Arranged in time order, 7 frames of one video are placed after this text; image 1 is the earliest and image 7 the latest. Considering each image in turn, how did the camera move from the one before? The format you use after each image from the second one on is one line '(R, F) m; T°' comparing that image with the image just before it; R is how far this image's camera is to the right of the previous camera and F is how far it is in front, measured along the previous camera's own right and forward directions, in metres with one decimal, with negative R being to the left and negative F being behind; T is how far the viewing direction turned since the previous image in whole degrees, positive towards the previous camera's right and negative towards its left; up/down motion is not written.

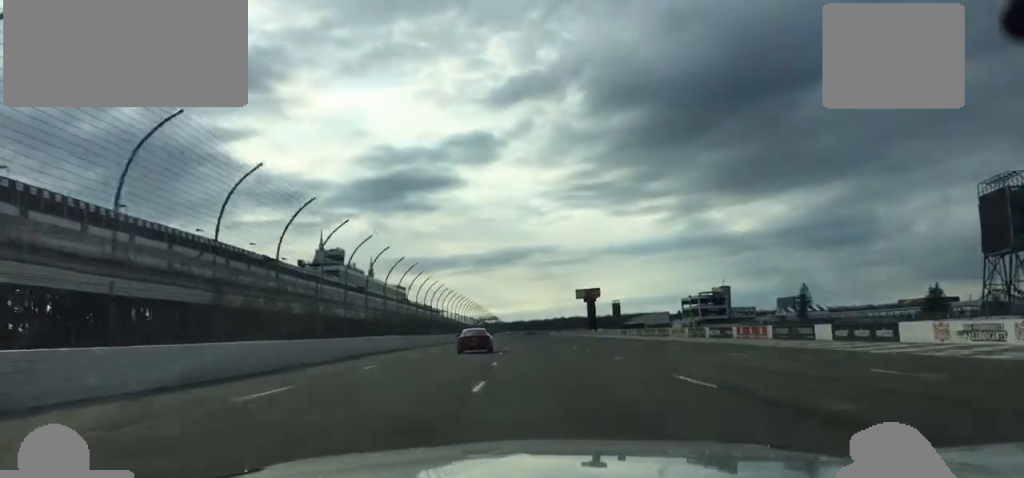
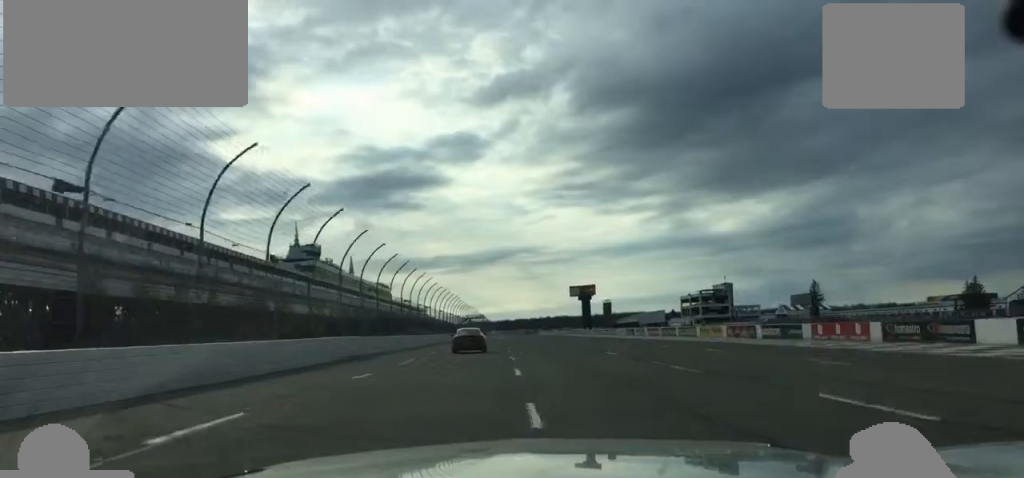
(+0.1, +18.5) m; +1°
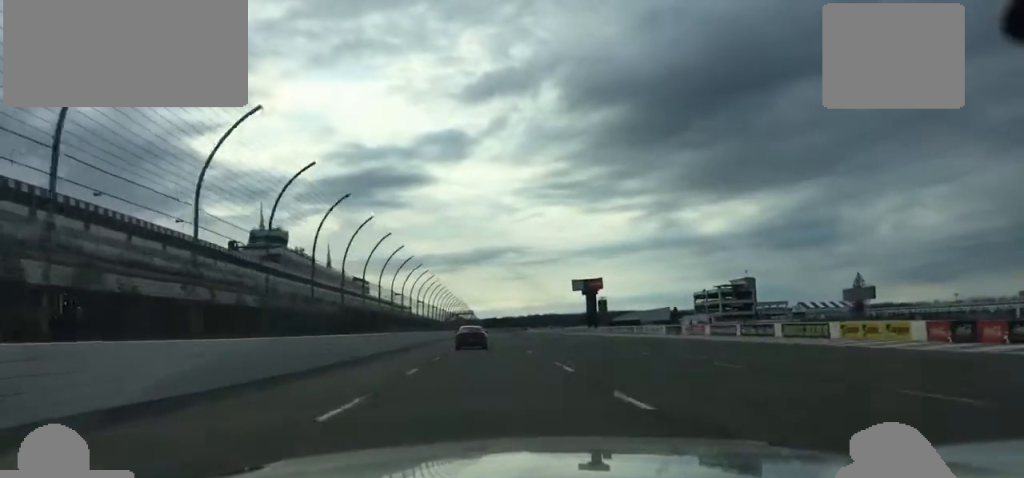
(+0.8, +34.6) m; +3°
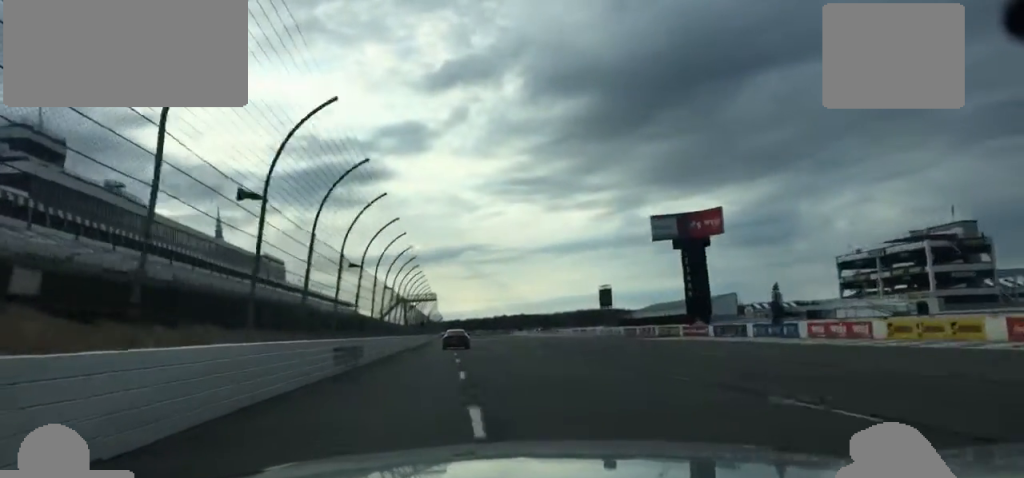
(+7.2, +128.6) m; +3°
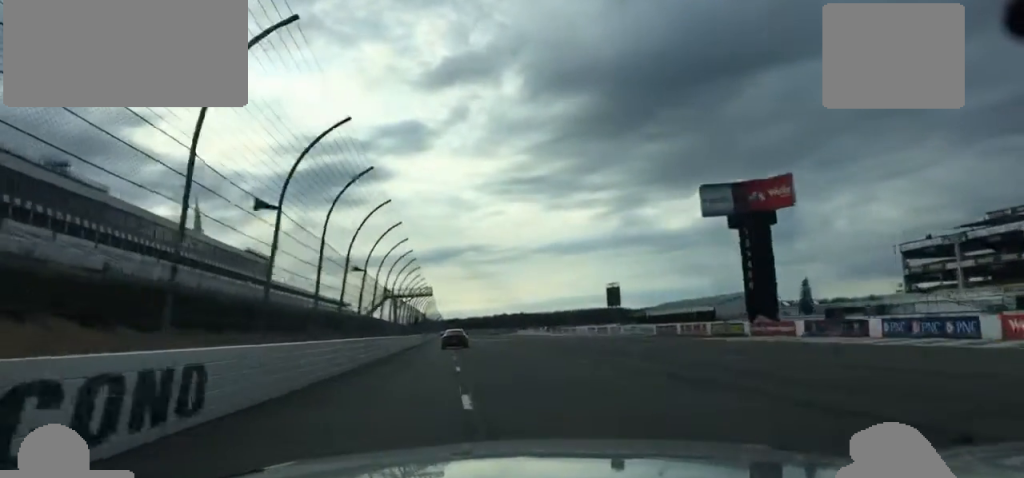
(0.0, +22.1) m; 0°
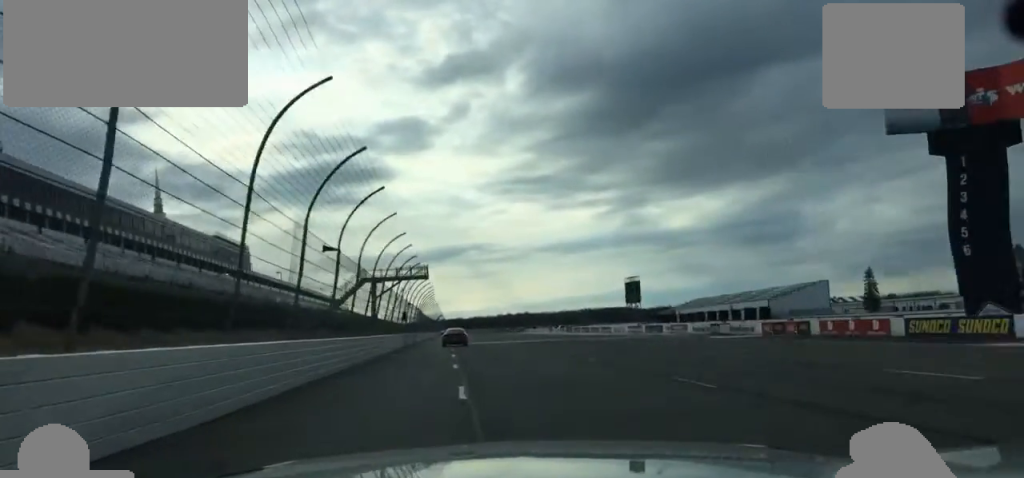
(-0.3, +35.8) m; -1°
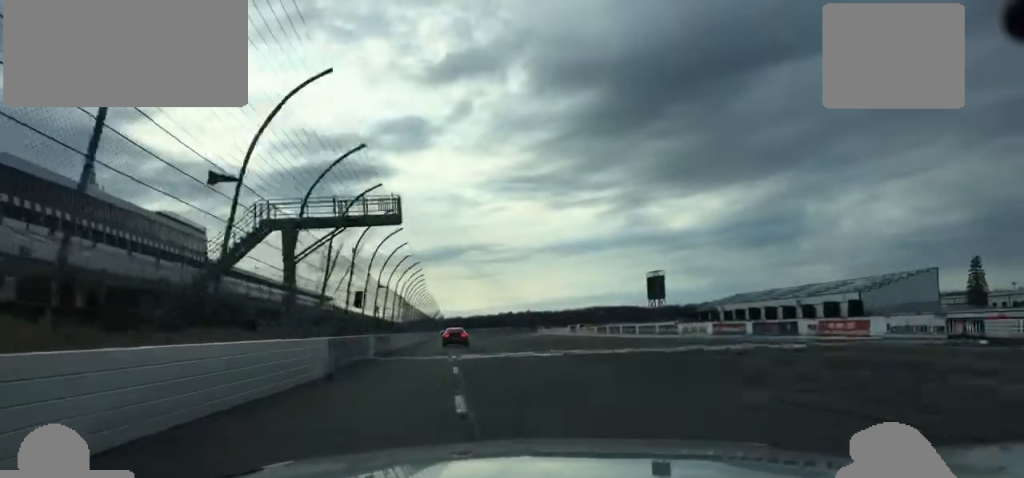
(-0.2, +39.3) m; -1°
